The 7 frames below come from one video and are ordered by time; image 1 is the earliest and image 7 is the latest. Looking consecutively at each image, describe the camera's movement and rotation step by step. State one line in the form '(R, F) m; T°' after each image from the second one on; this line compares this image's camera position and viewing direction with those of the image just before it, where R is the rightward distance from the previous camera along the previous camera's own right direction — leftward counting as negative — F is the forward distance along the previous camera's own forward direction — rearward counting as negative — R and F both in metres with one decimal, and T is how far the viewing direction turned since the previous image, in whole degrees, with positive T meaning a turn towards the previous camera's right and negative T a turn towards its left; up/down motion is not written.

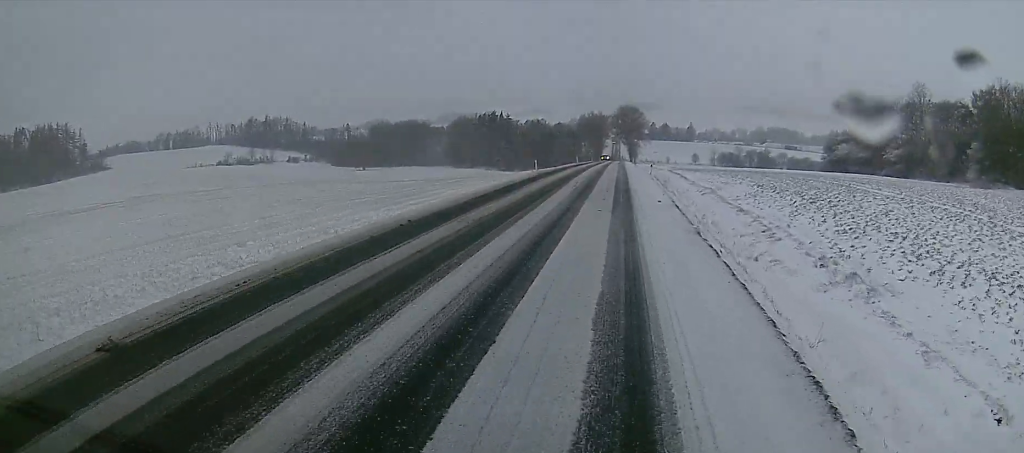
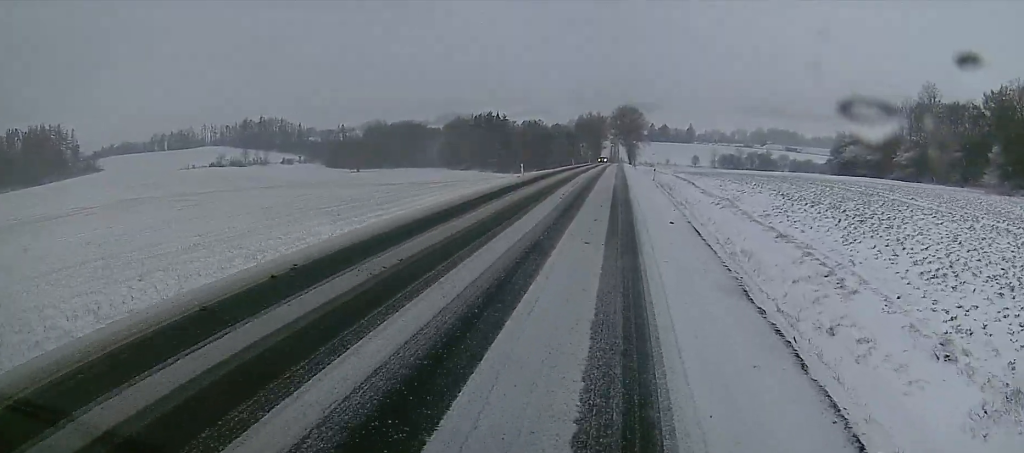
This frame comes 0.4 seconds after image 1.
(0.0, +6.1) m; 0°
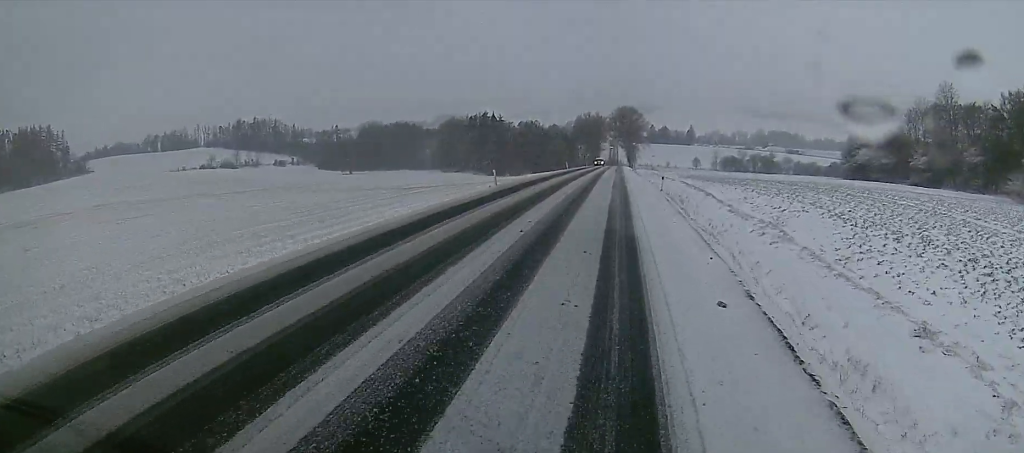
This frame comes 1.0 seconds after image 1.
(0.0, +8.8) m; 0°
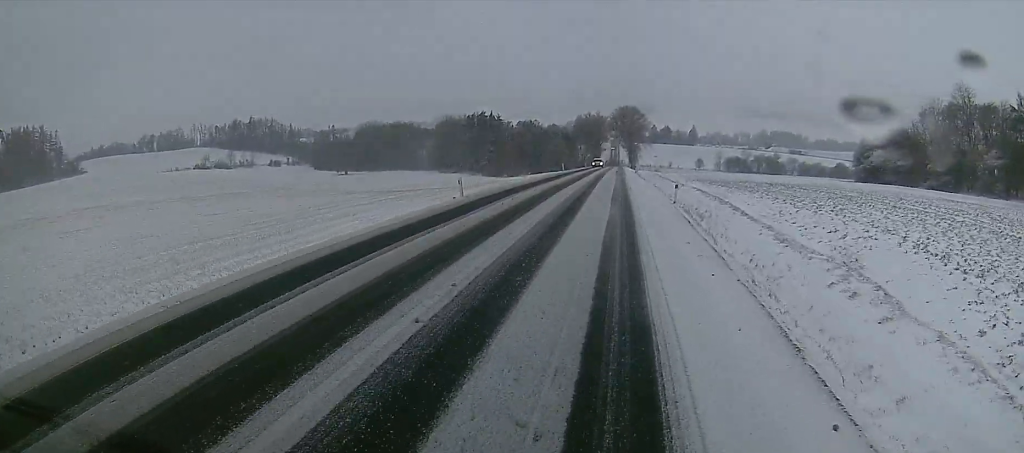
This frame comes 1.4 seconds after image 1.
(0.0, +7.2) m; 0°
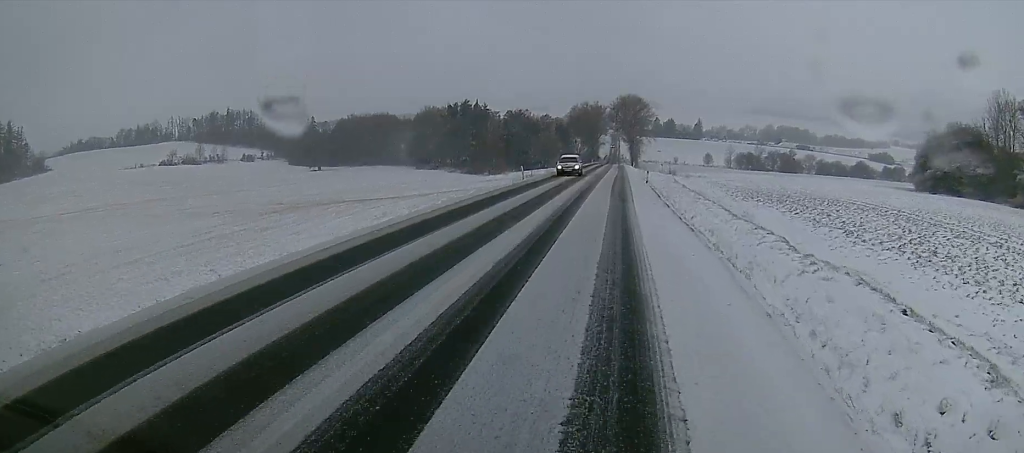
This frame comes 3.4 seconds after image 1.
(+0.2, +30.5) m; 0°
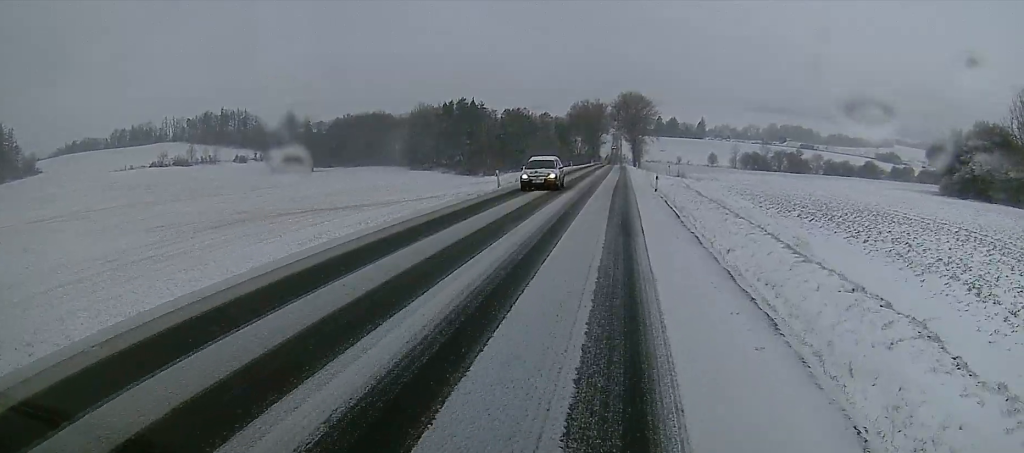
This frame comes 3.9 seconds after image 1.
(0.0, +9.2) m; 0°
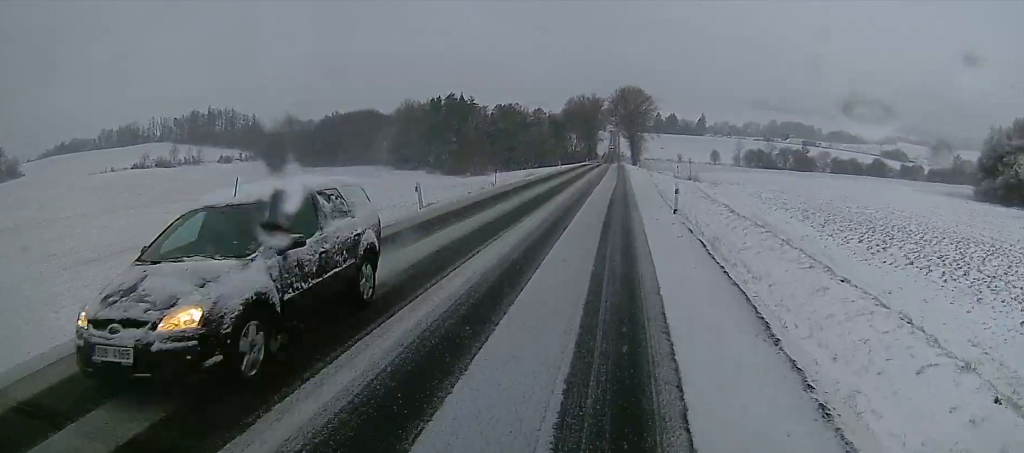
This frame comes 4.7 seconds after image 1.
(0.0, +13.1) m; 0°
